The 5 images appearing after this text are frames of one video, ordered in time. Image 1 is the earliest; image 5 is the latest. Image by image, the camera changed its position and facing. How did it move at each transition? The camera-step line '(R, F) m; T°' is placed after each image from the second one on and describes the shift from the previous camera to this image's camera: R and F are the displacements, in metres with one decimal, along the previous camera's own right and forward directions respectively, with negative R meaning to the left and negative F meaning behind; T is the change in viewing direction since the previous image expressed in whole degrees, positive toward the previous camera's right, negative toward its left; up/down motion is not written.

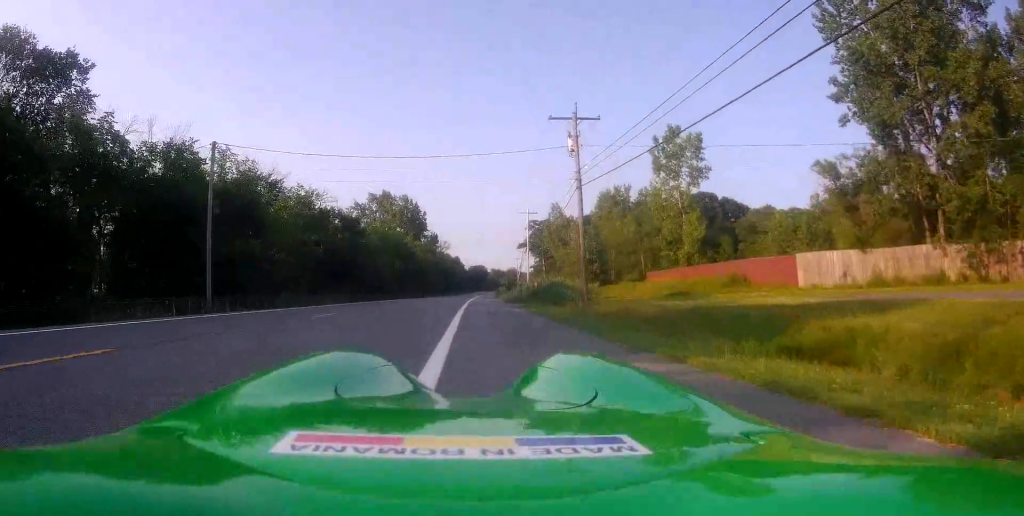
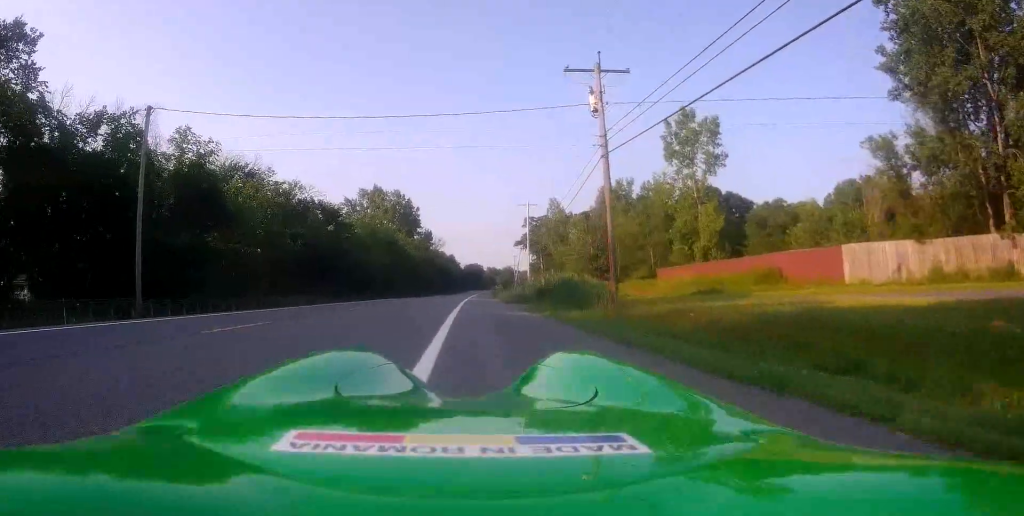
(+0.4, +6.4) m; +1°
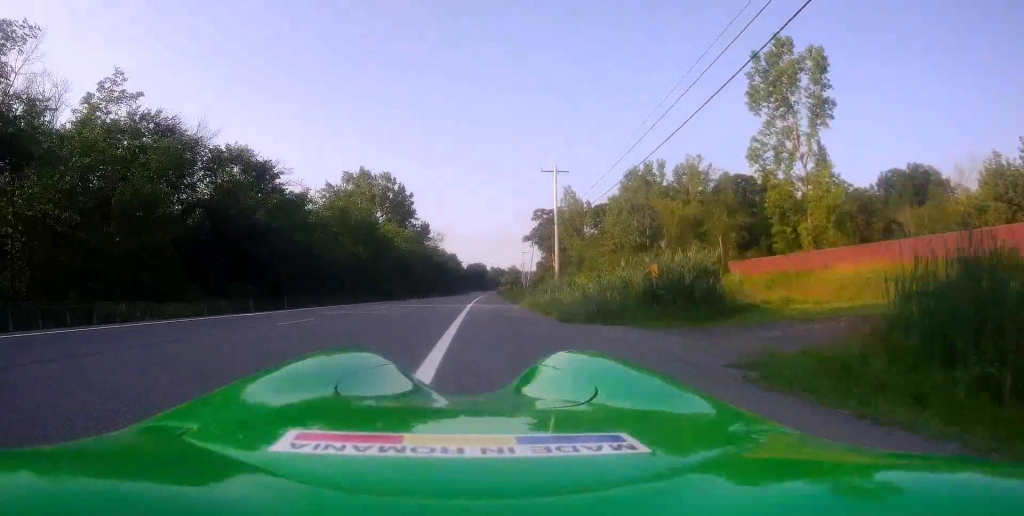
(-2.3, +20.6) m; -5°
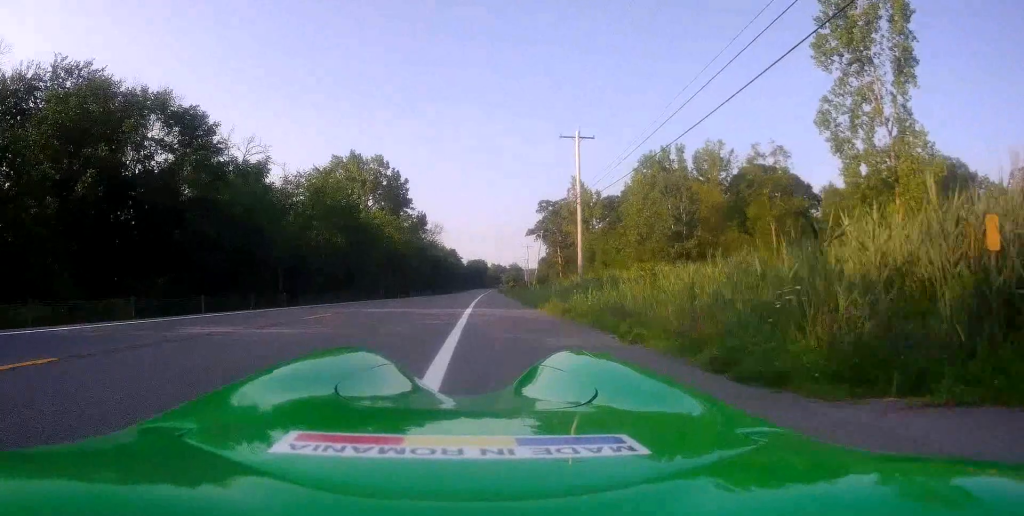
(+0.6, +10.4) m; +2°
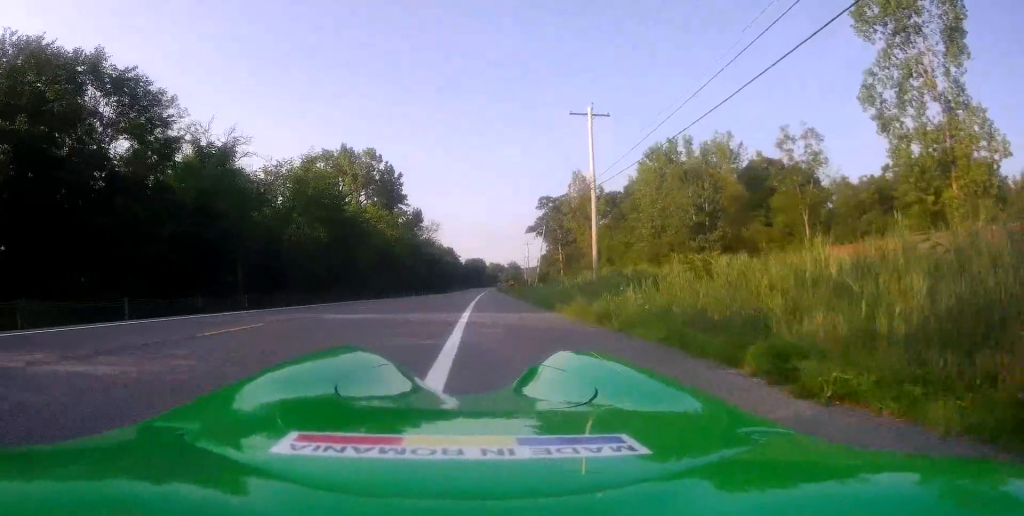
(0.0, +5.2) m; -1°
